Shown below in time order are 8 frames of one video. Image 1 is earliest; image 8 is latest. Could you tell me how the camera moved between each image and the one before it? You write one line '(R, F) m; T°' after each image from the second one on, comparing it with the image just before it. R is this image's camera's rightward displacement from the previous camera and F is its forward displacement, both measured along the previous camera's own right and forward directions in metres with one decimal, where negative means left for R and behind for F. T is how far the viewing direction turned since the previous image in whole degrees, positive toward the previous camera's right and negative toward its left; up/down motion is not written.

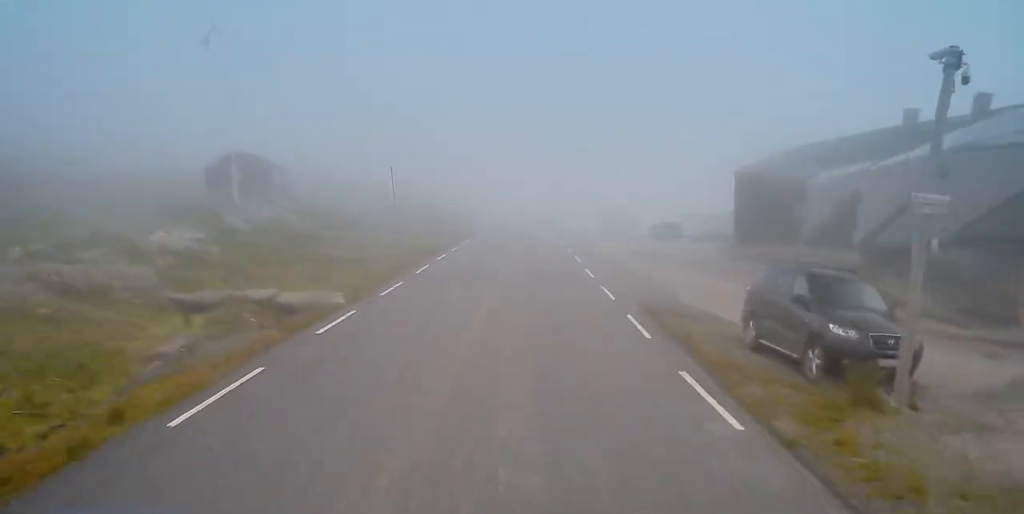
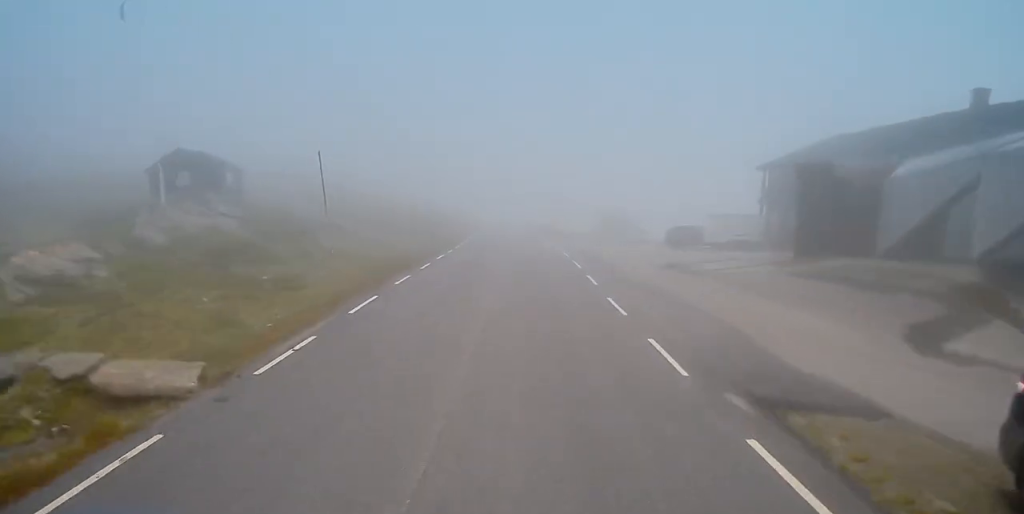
(0.0, +9.3) m; 0°
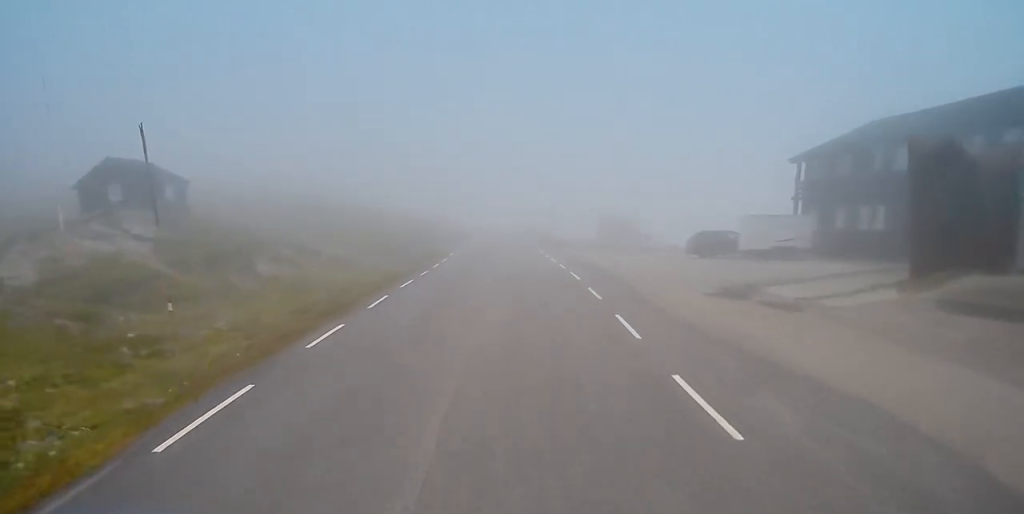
(0.0, +9.0) m; +2°
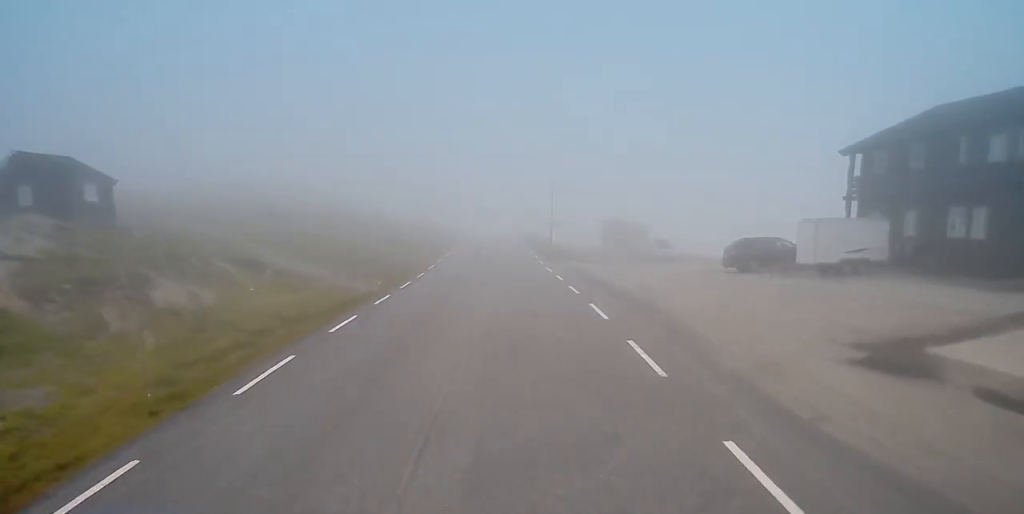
(+0.3, +9.1) m; +1°
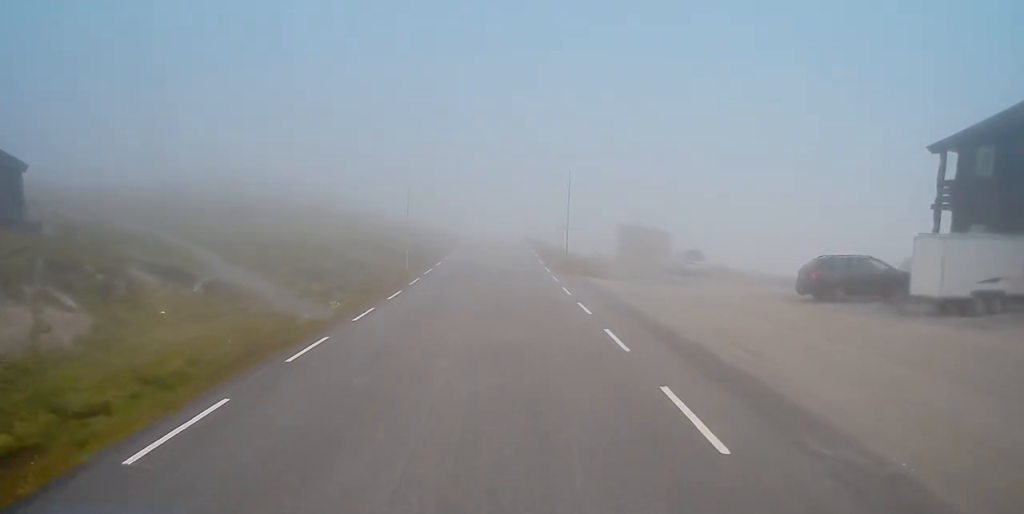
(0.0, +9.1) m; -1°
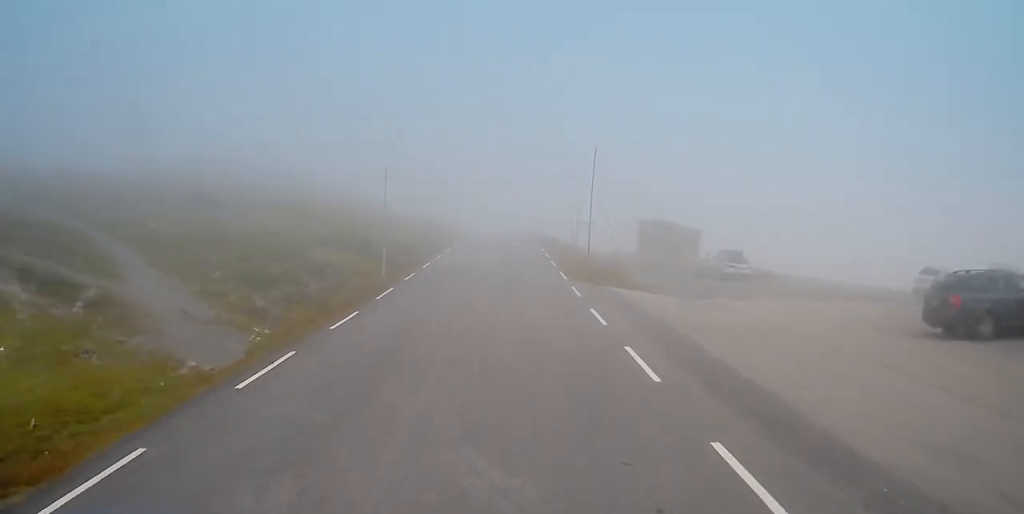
(-0.3, +8.7) m; -2°
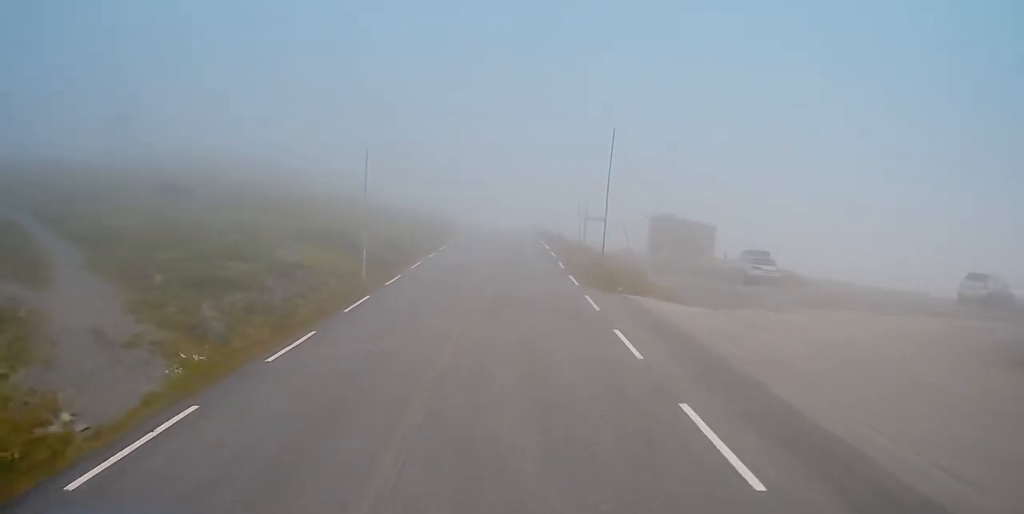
(0.0, +4.5) m; 0°
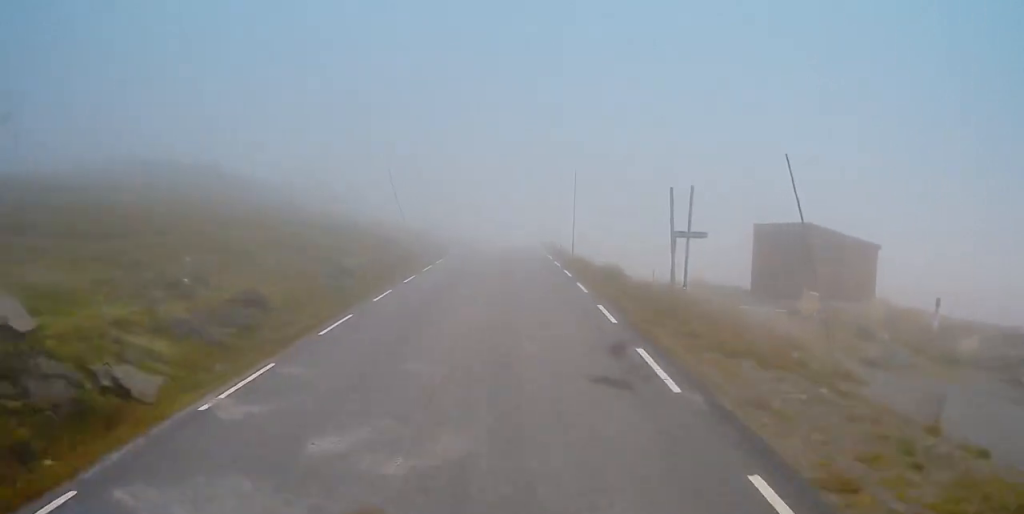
(0.0, +26.9) m; 0°
